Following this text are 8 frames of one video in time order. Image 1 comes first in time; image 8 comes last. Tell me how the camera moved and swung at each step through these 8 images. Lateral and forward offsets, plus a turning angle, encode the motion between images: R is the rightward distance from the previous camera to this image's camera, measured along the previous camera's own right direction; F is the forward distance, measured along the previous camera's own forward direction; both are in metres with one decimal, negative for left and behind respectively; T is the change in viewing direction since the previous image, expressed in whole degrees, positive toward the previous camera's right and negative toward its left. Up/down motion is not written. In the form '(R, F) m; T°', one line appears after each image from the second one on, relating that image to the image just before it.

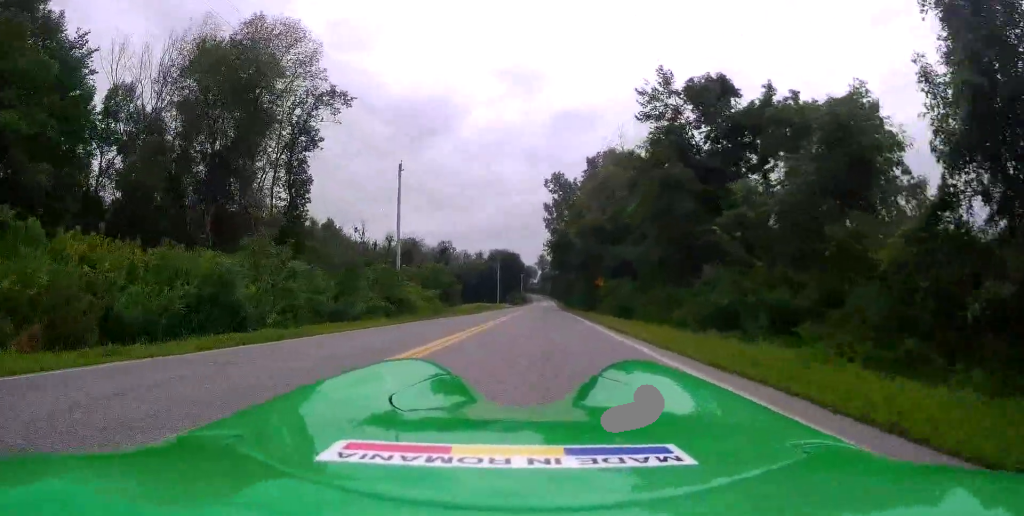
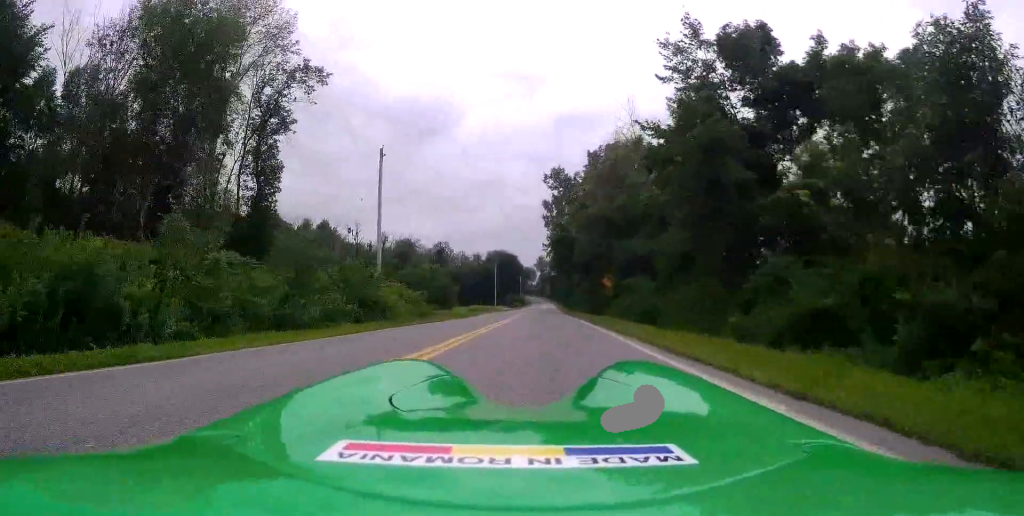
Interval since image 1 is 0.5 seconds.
(0.0, +4.9) m; 0°
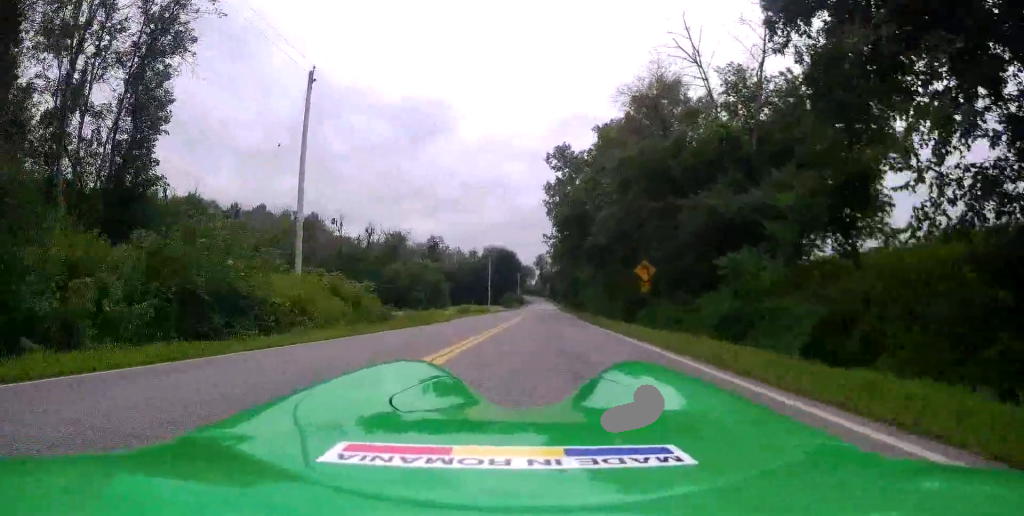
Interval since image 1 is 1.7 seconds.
(0.0, +12.9) m; -1°
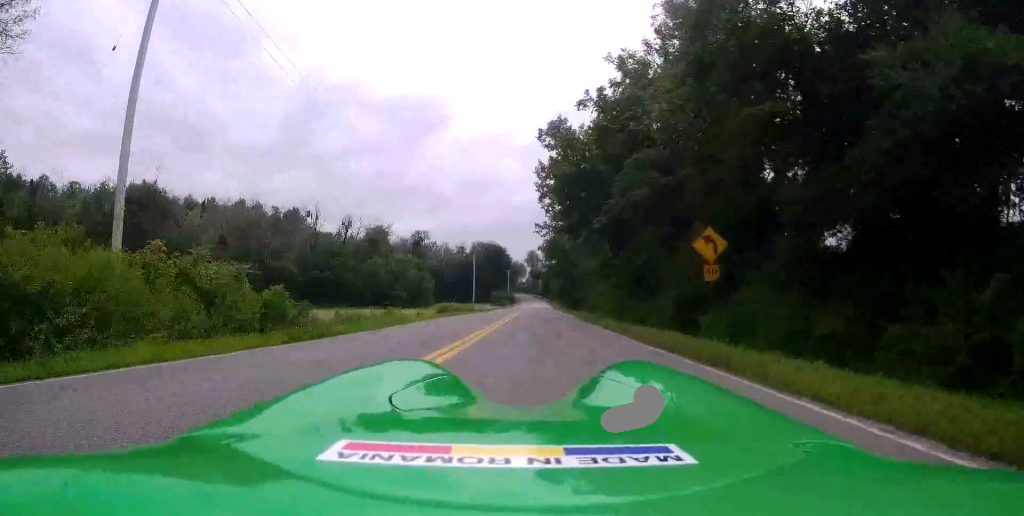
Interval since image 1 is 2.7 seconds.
(-0.1, +11.2) m; -1°
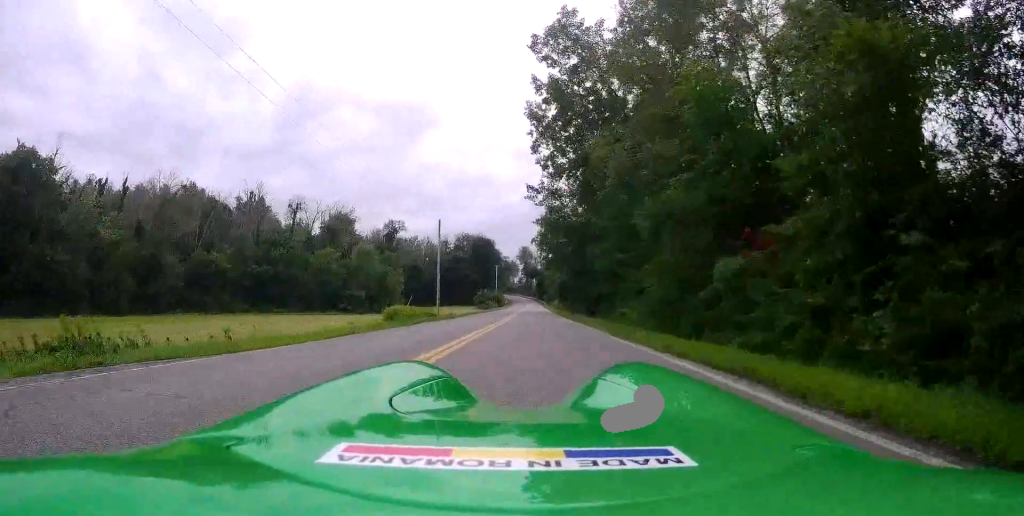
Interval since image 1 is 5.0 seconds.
(+0.2, +25.8) m; 0°
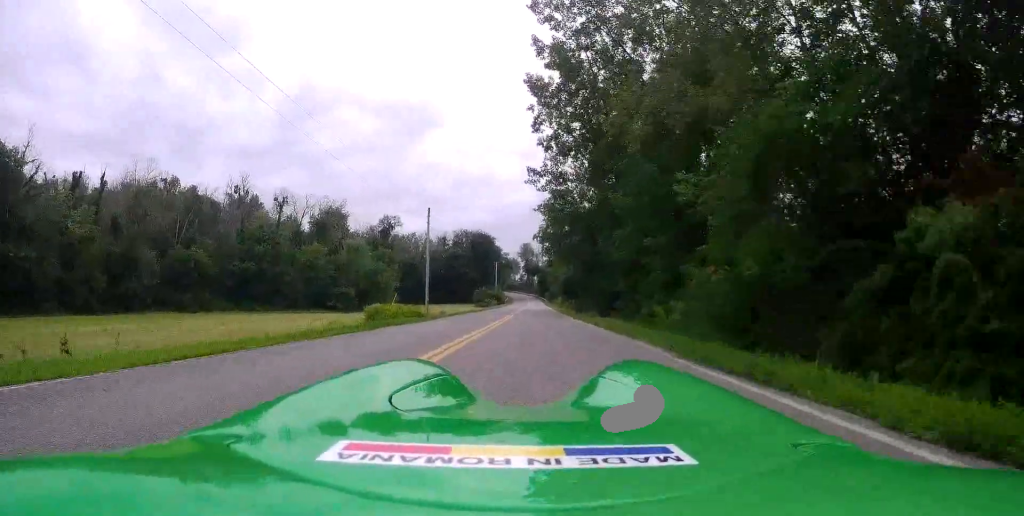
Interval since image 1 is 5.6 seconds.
(-0.2, +6.6) m; 0°
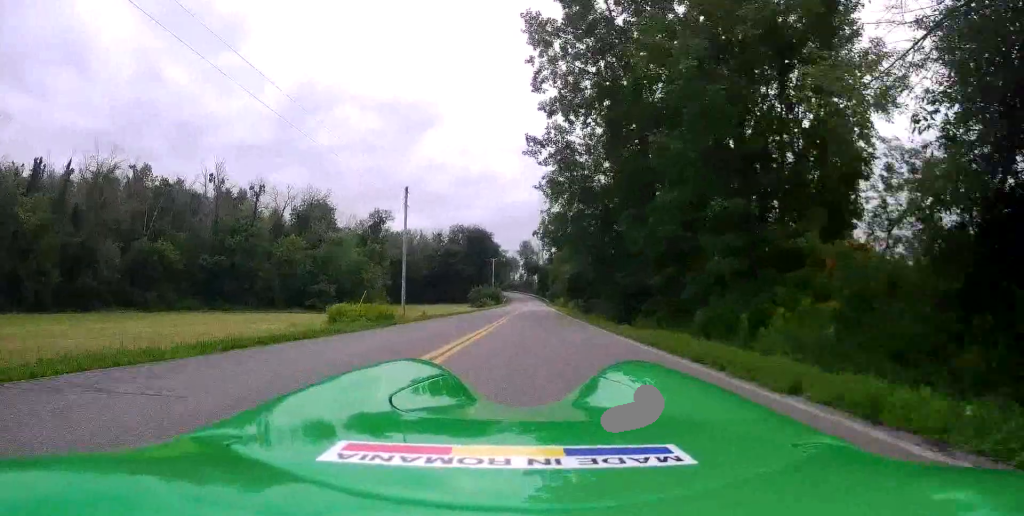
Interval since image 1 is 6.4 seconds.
(+0.1, +9.1) m; +1°
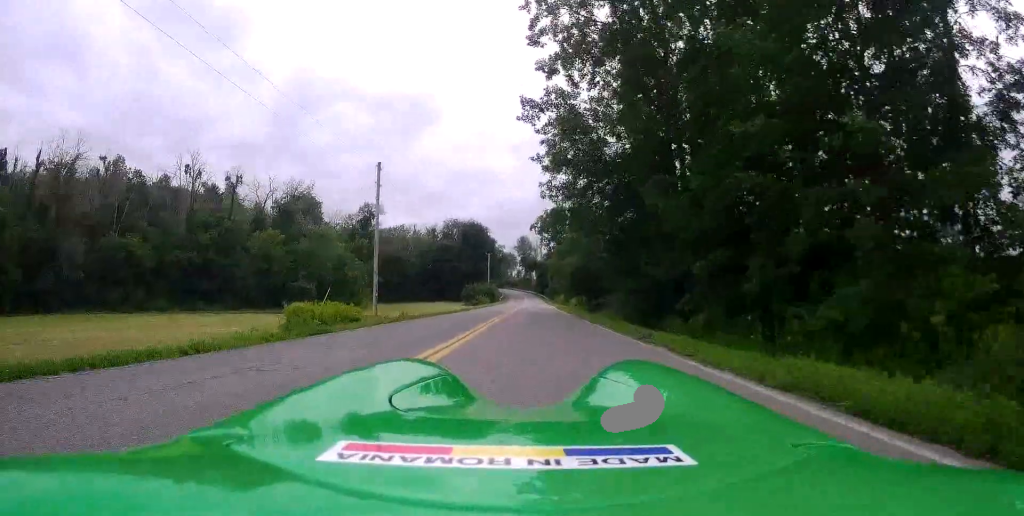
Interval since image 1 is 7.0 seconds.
(+0.1, +7.2) m; 0°
